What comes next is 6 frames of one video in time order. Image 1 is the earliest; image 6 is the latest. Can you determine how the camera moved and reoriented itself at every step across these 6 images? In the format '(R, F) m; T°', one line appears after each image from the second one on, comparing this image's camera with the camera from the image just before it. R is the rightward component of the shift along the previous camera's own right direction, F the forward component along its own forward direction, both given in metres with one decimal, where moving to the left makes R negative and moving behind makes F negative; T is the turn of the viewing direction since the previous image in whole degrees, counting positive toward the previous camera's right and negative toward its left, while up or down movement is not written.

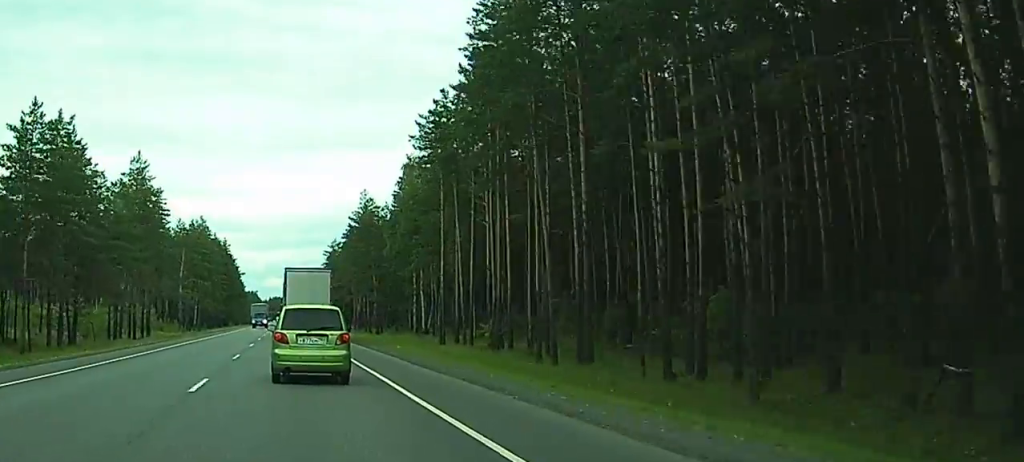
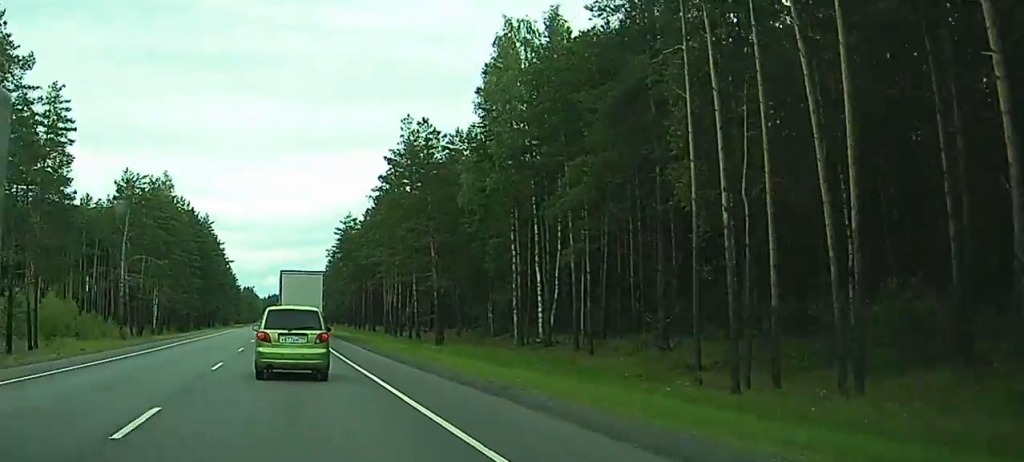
(+1.7, +56.1) m; +2°
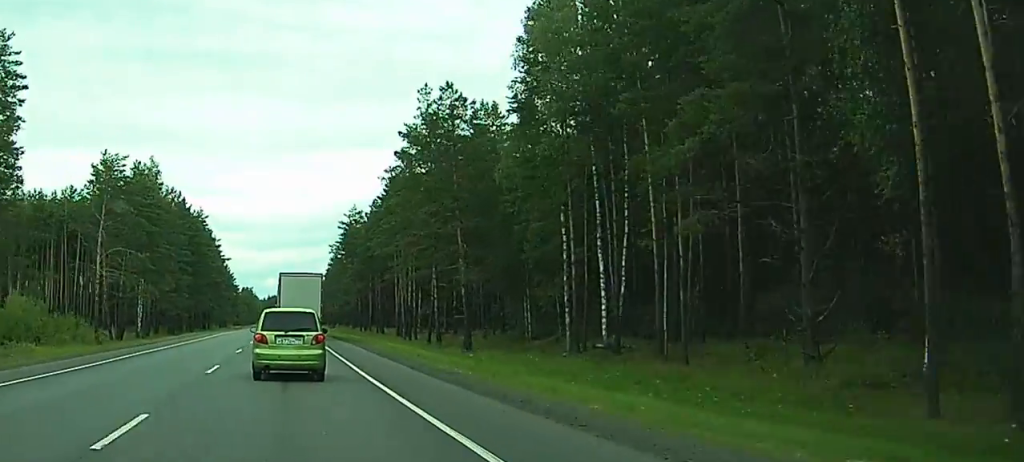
(0.0, +14.0) m; 0°
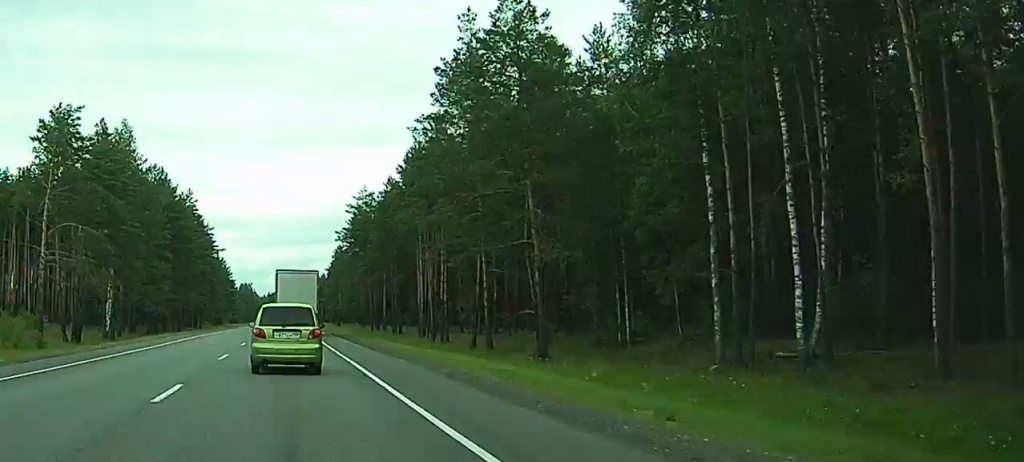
(-0.1, +21.2) m; 0°
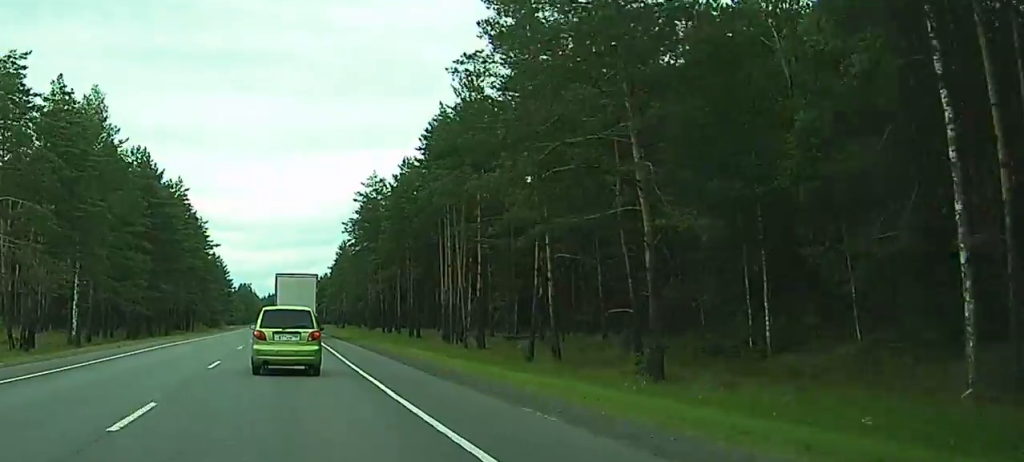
(-0.1, +15.5) m; 0°
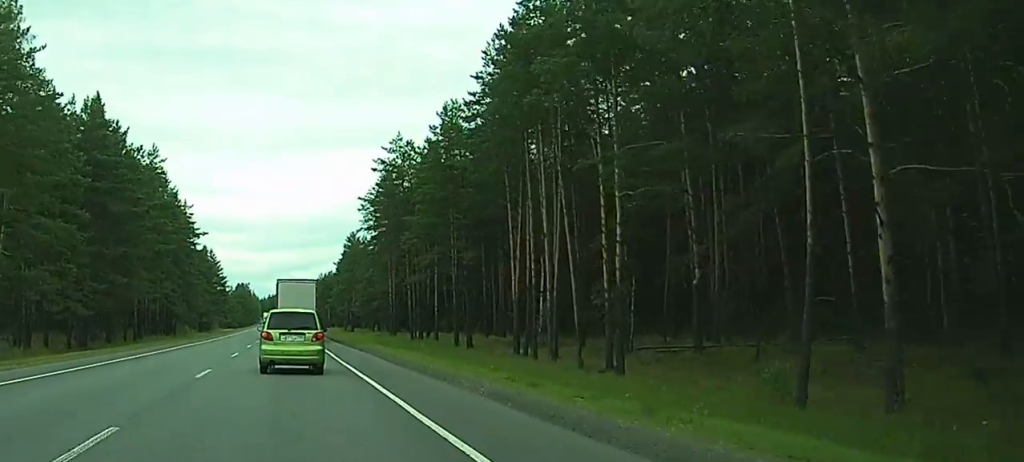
(+0.1, +27.2) m; 0°
